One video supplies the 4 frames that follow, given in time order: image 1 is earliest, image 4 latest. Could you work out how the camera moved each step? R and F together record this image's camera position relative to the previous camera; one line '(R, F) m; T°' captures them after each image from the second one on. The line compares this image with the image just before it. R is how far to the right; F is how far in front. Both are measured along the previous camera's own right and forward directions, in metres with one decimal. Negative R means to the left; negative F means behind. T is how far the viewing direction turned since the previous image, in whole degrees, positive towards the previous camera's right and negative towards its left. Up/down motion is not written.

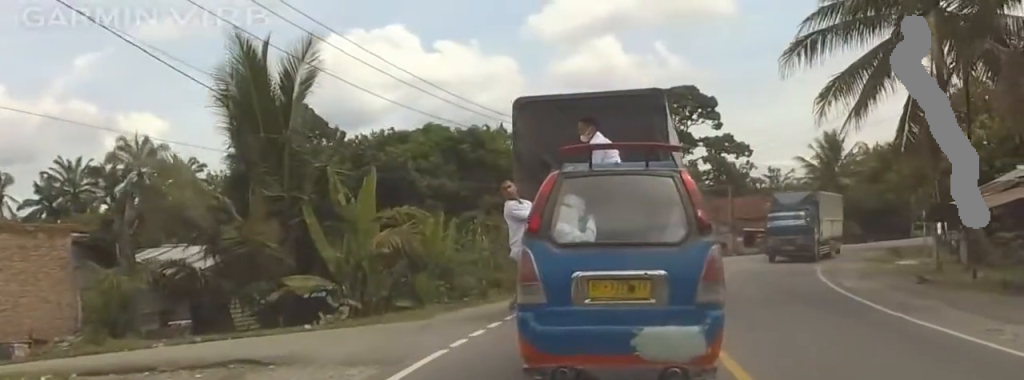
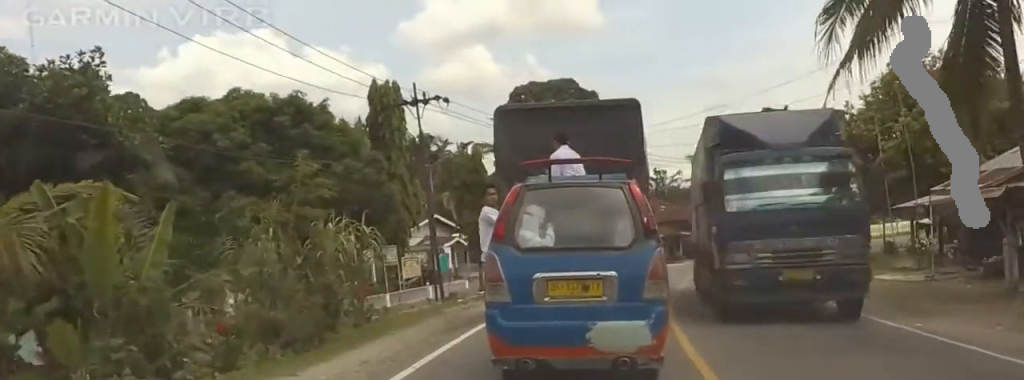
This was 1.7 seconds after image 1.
(+1.8, +13.2) m; +9°
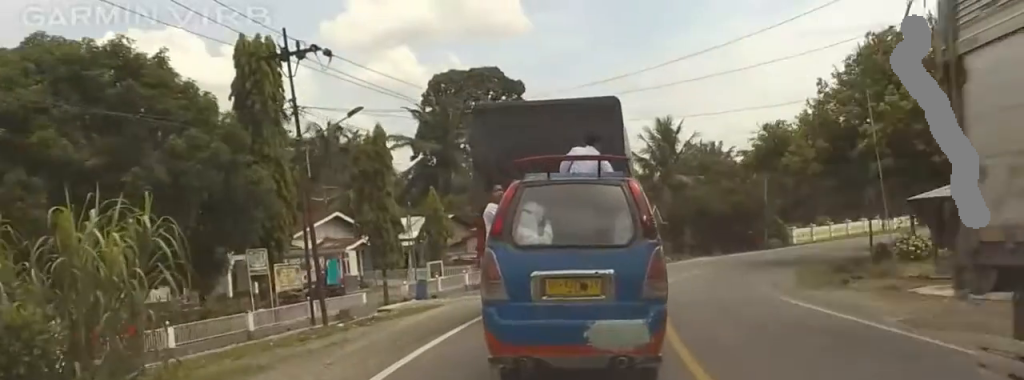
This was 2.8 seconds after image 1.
(0.0, +8.6) m; -8°
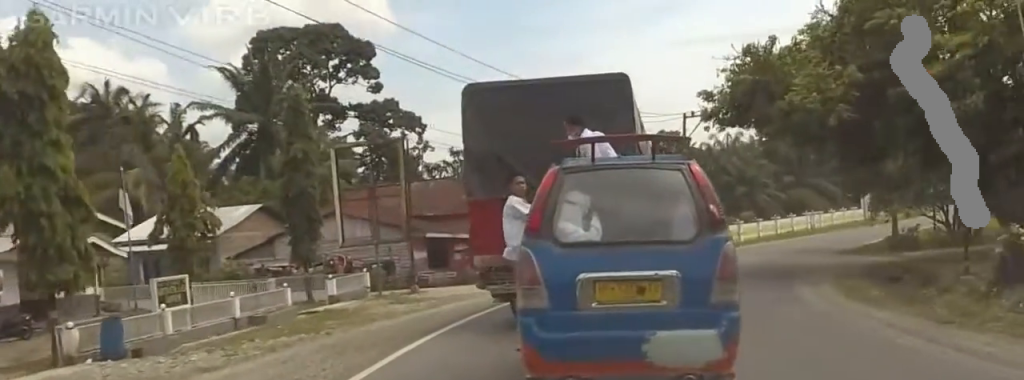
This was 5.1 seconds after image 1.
(-0.3, +17.3) m; +8°
